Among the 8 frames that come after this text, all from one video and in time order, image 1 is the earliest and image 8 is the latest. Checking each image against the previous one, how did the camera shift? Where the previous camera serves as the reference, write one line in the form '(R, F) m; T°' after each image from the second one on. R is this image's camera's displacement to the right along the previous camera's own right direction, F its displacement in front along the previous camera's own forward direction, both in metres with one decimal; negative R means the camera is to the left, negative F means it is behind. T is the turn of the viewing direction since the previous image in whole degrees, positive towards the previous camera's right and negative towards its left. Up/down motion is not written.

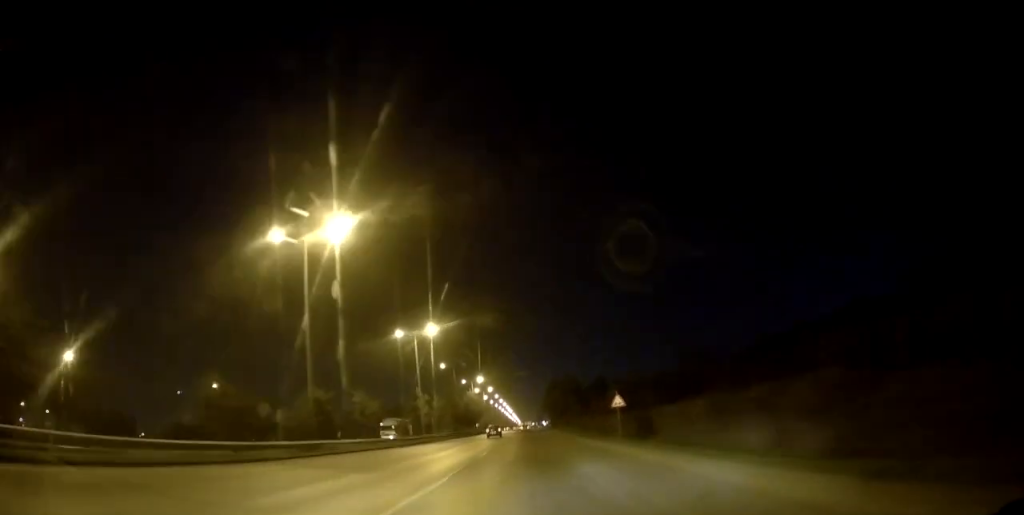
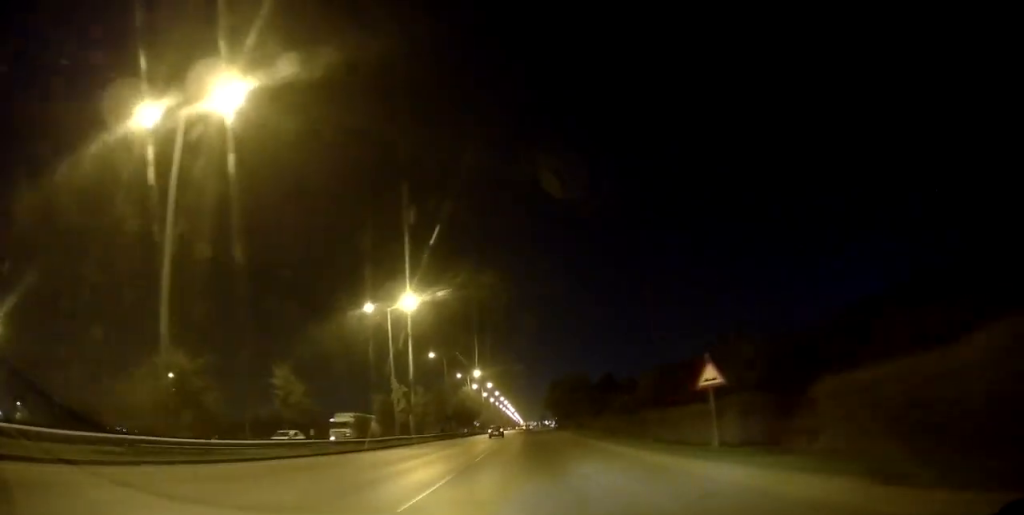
(0.0, +14.8) m; 0°
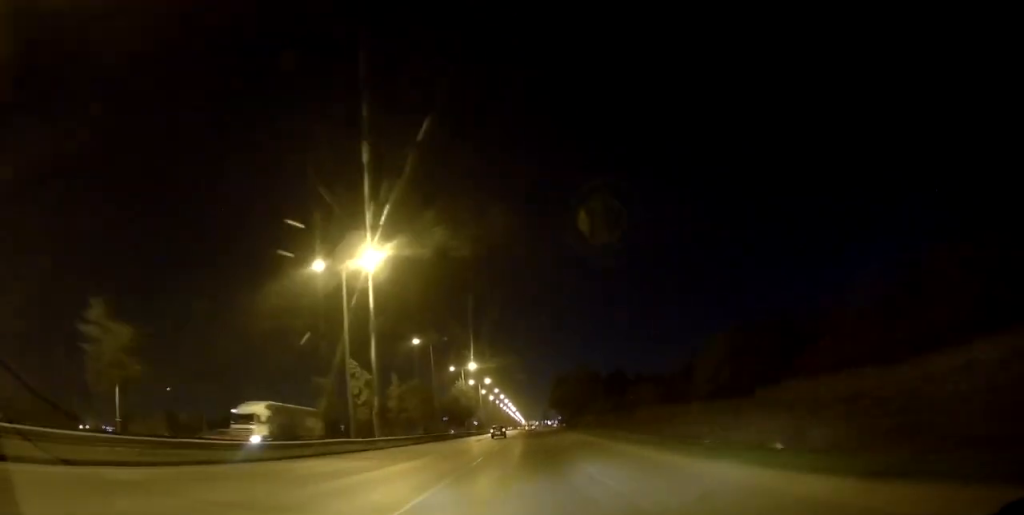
(0.0, +14.4) m; 0°
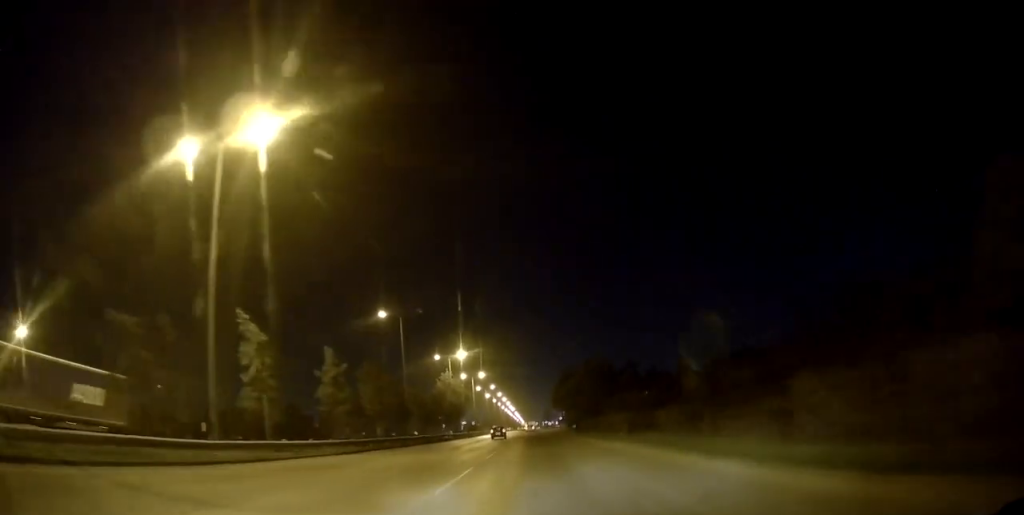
(0.0, +18.3) m; 0°
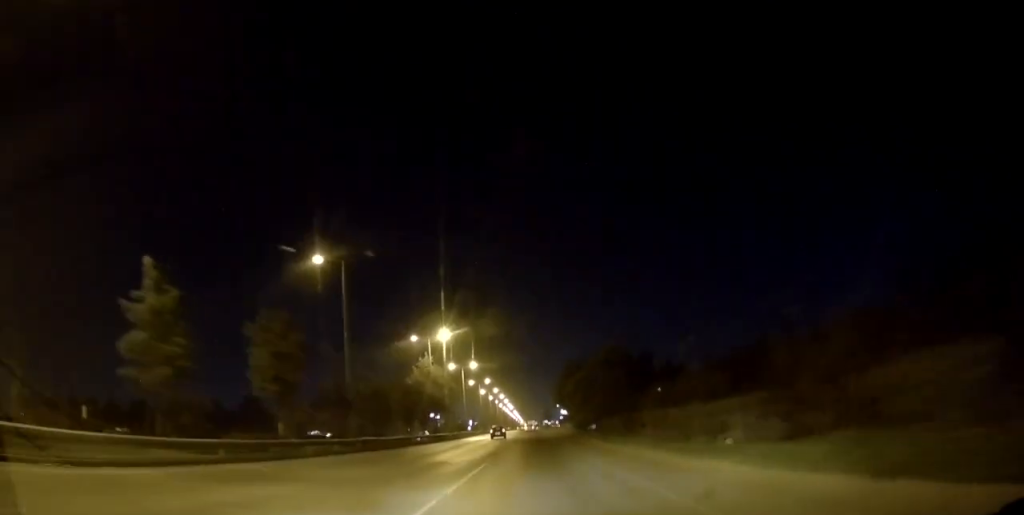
(0.0, +19.3) m; 0°
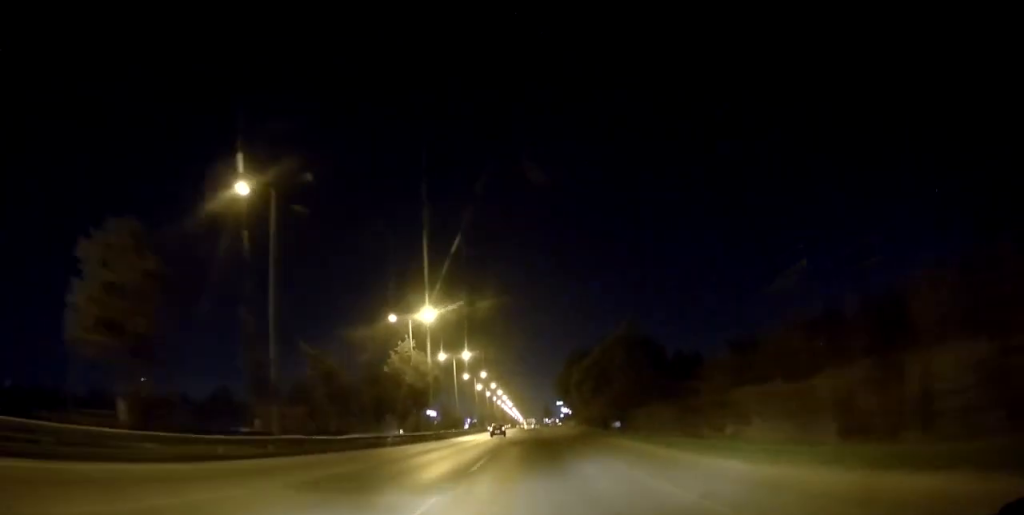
(+0.1, +11.9) m; 0°
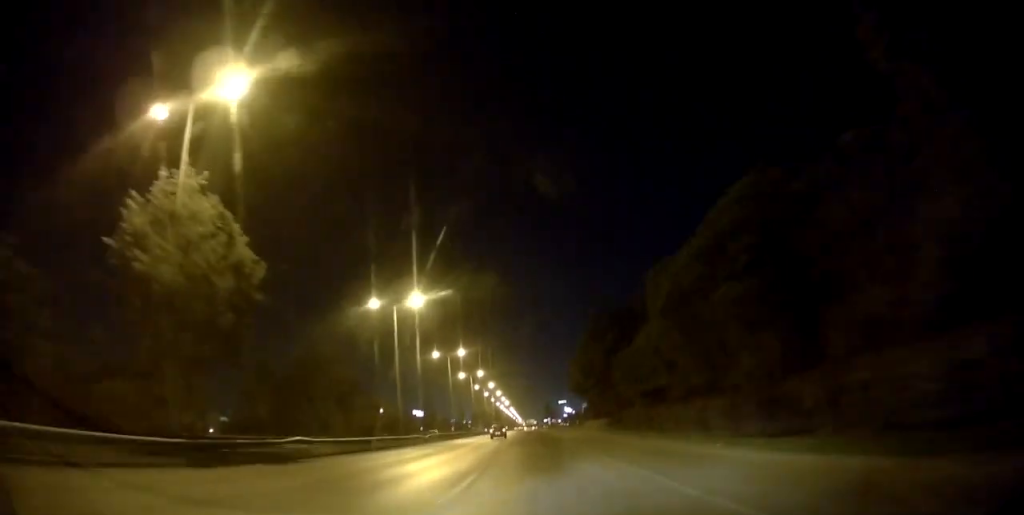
(-0.1, +42.8) m; -1°
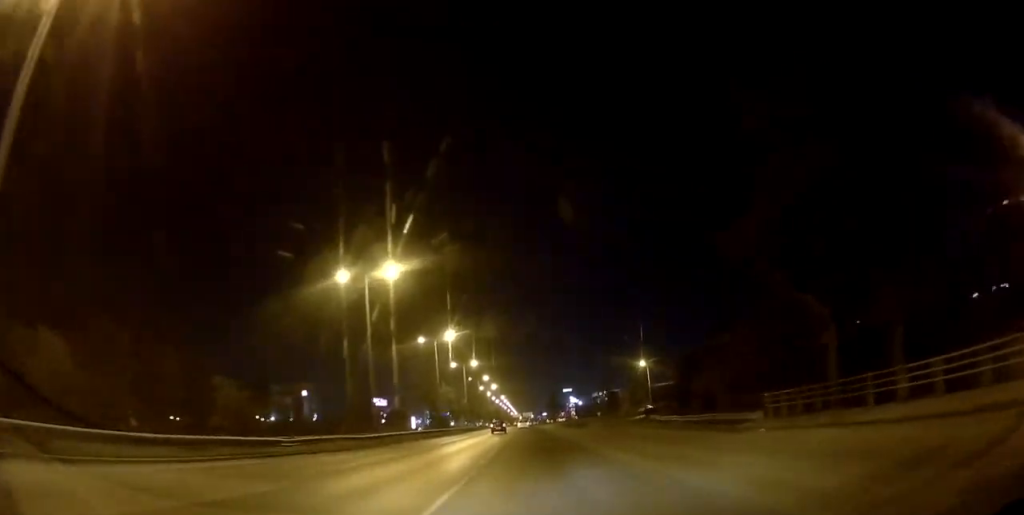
(-0.1, +76.9) m; +1°
